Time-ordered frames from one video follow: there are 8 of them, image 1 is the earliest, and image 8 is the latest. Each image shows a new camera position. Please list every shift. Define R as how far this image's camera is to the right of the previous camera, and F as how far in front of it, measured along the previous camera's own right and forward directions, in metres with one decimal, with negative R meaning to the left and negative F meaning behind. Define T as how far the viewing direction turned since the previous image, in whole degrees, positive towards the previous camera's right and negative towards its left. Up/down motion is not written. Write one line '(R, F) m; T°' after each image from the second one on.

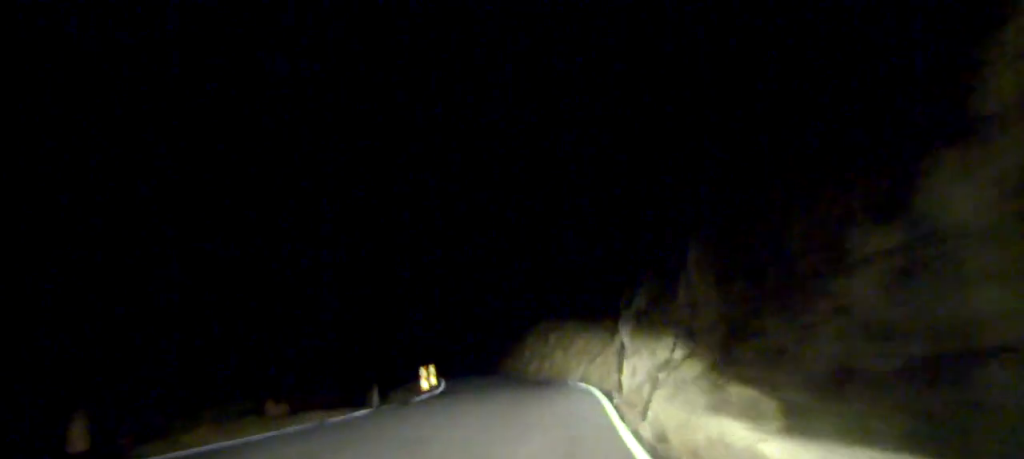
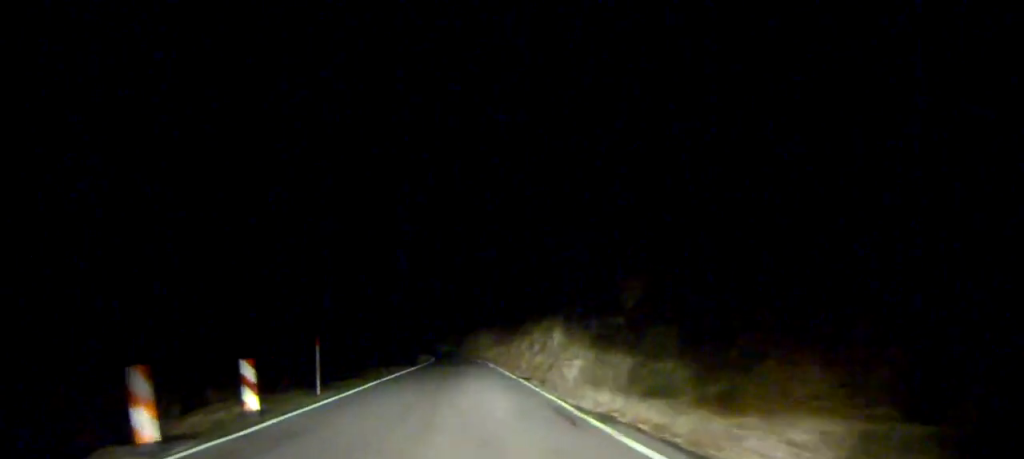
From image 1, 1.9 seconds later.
(-7.1, +31.2) m; -22°
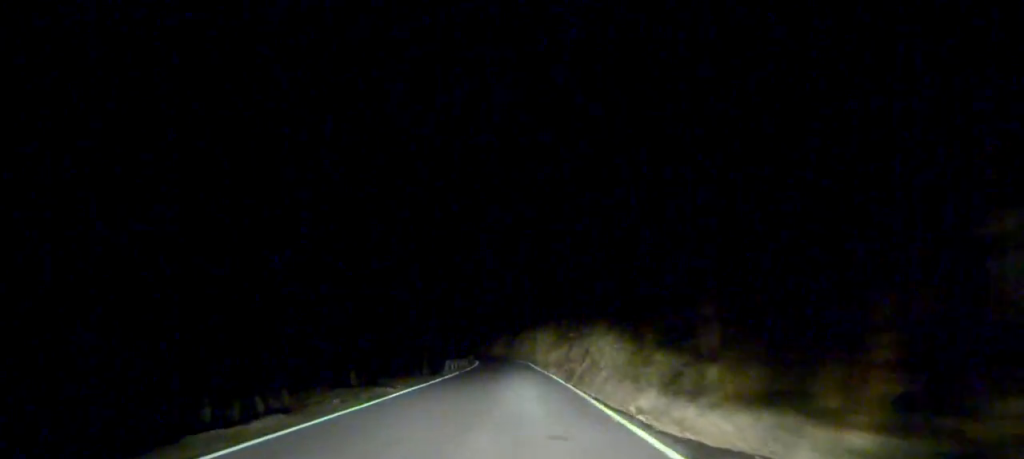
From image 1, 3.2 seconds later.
(0.0, +21.9) m; 0°
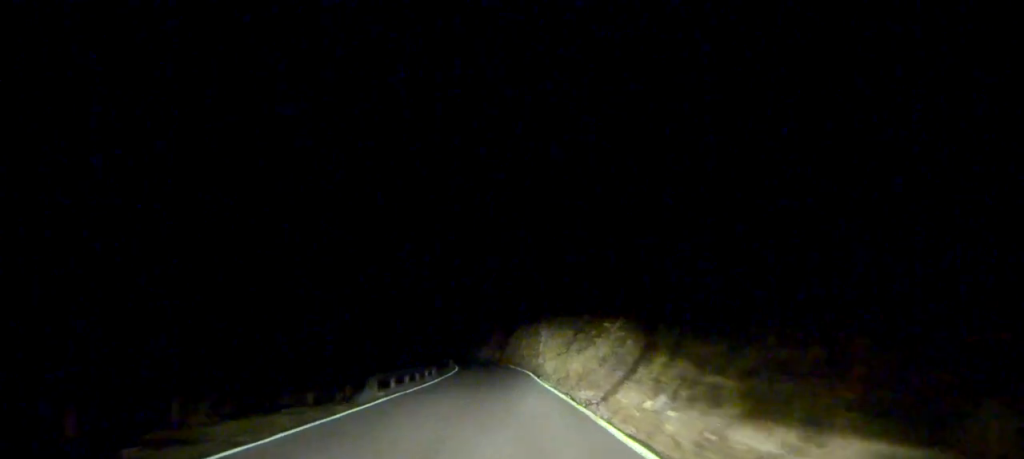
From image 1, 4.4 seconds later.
(0.0, +20.8) m; 0°
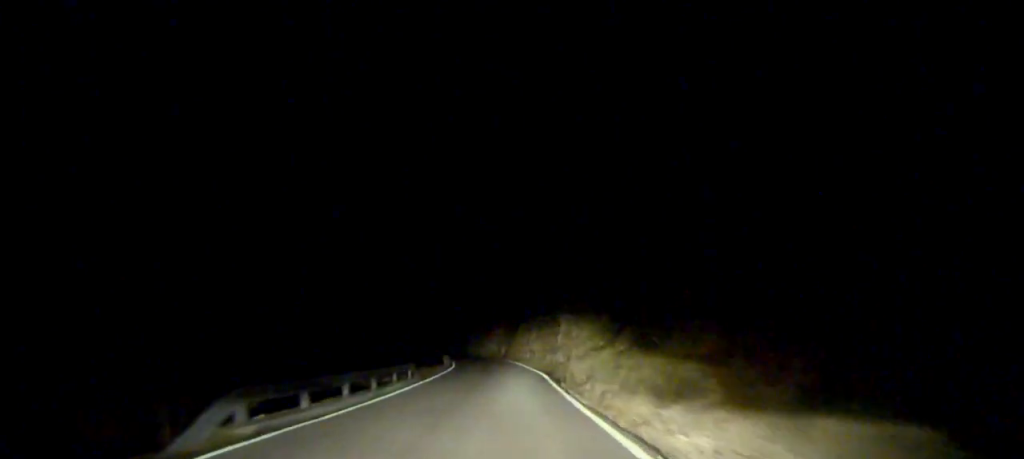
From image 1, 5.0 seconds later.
(0.0, +11.6) m; 0°
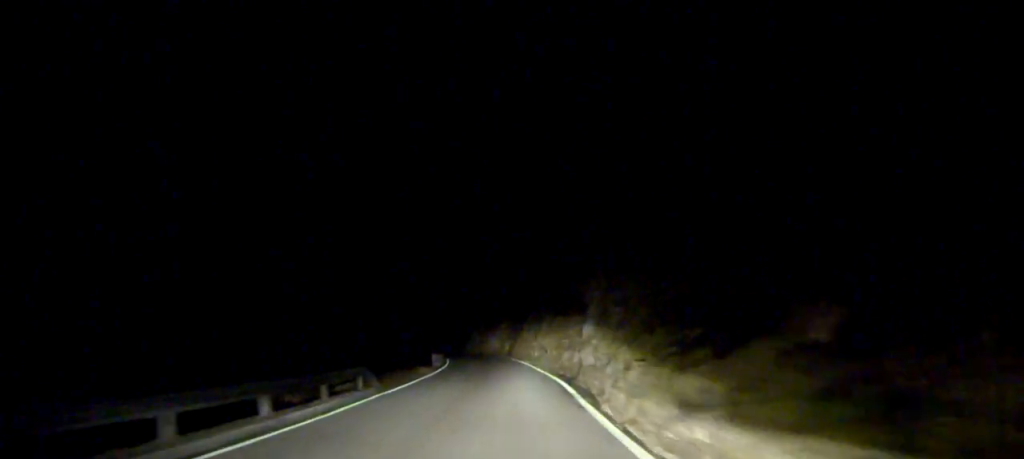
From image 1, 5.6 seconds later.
(0.0, +9.8) m; 0°
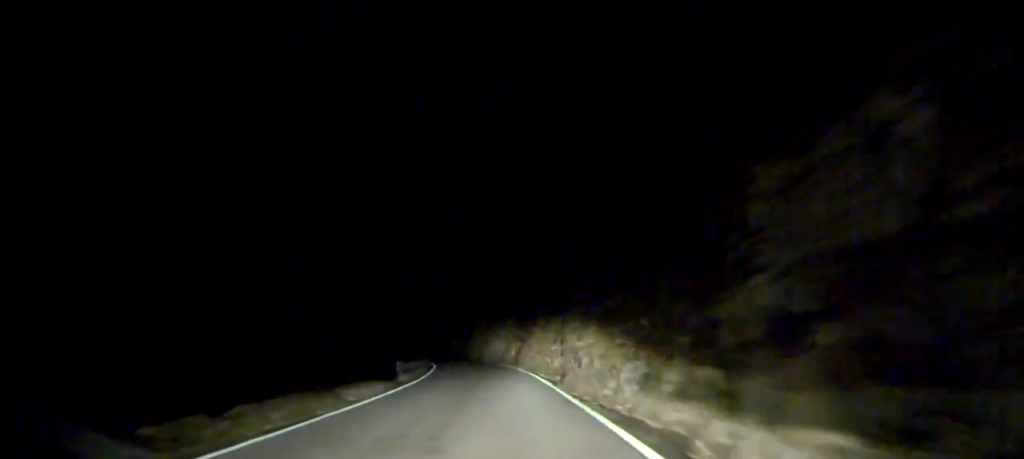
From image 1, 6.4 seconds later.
(0.0, +14.5) m; 0°
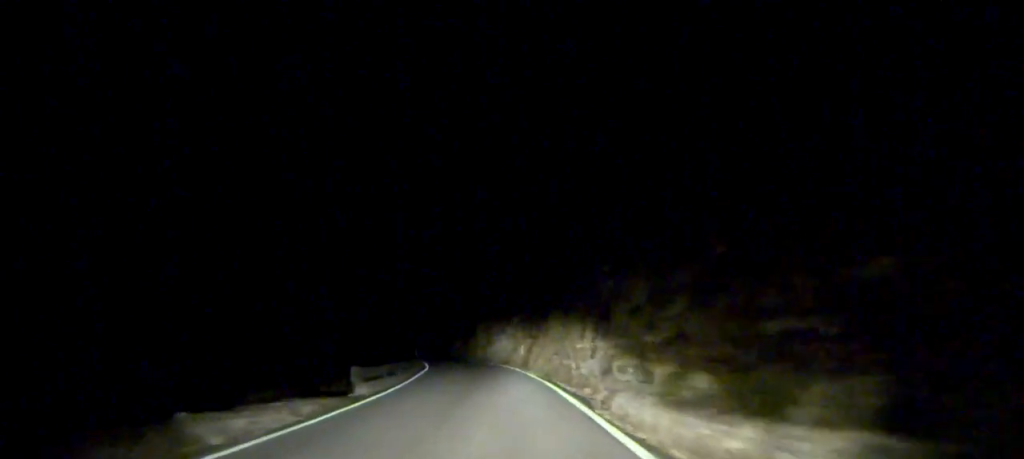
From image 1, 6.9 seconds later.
(0.0, +8.7) m; -5°
